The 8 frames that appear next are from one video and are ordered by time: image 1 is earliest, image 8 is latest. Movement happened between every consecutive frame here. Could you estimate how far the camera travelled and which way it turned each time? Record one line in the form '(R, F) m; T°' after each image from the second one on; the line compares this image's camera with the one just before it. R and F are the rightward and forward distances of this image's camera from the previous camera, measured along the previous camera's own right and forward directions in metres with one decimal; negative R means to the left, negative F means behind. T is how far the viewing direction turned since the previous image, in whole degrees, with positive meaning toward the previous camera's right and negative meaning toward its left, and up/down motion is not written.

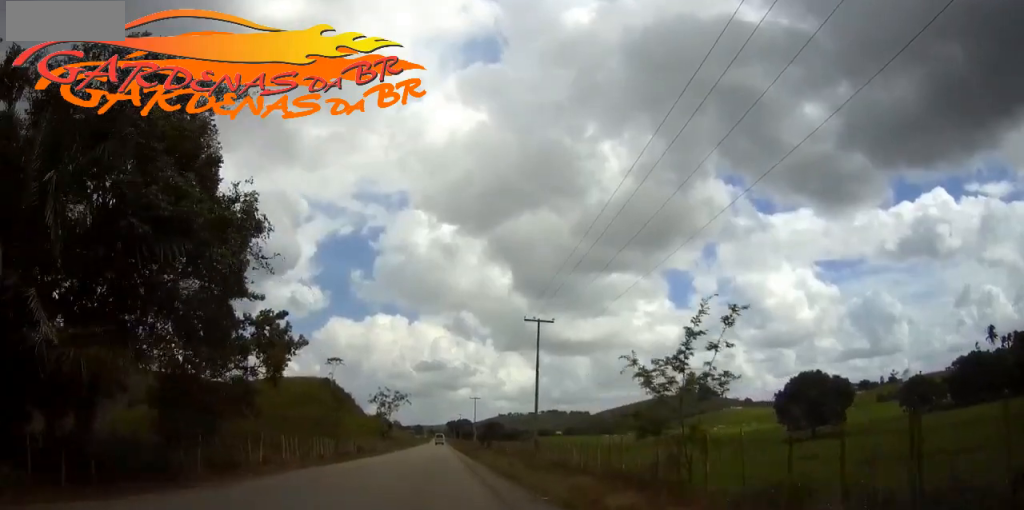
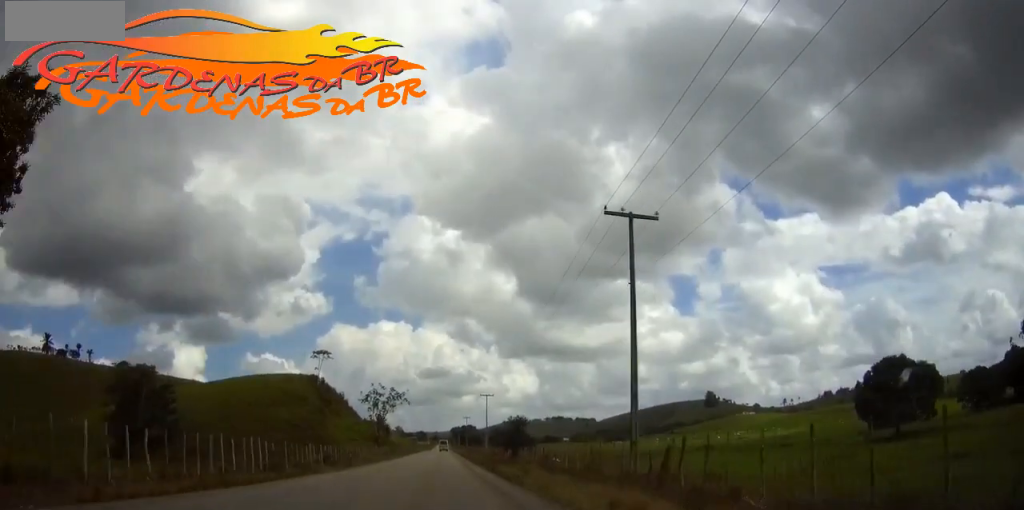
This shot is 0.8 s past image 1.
(+0.1, +21.1) m; 0°
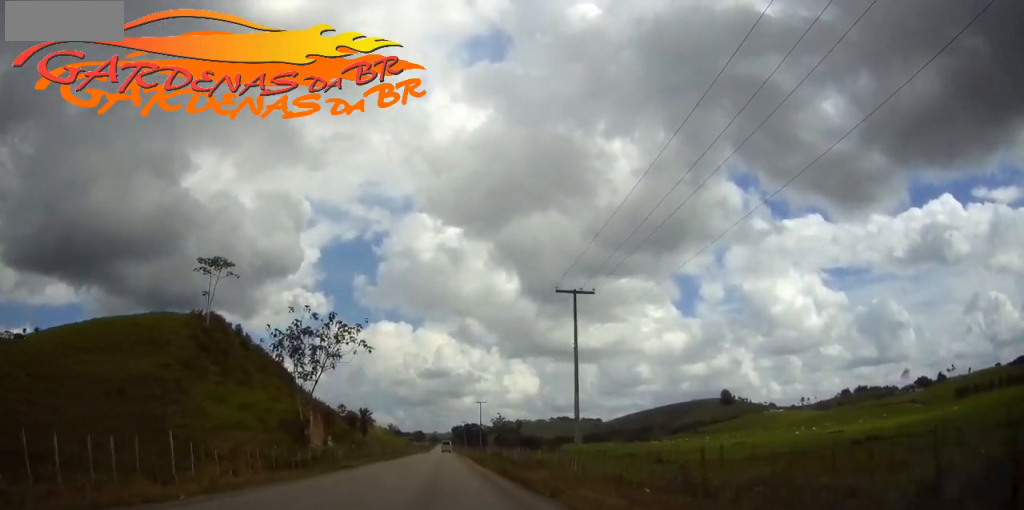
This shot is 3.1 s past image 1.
(-0.4, +64.1) m; 0°
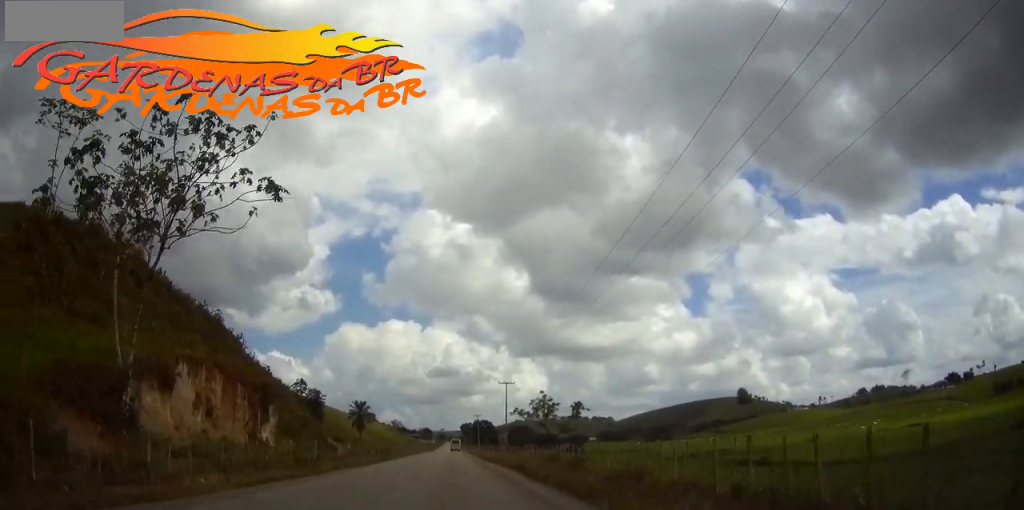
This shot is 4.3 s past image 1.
(+0.2, +33.8) m; 0°
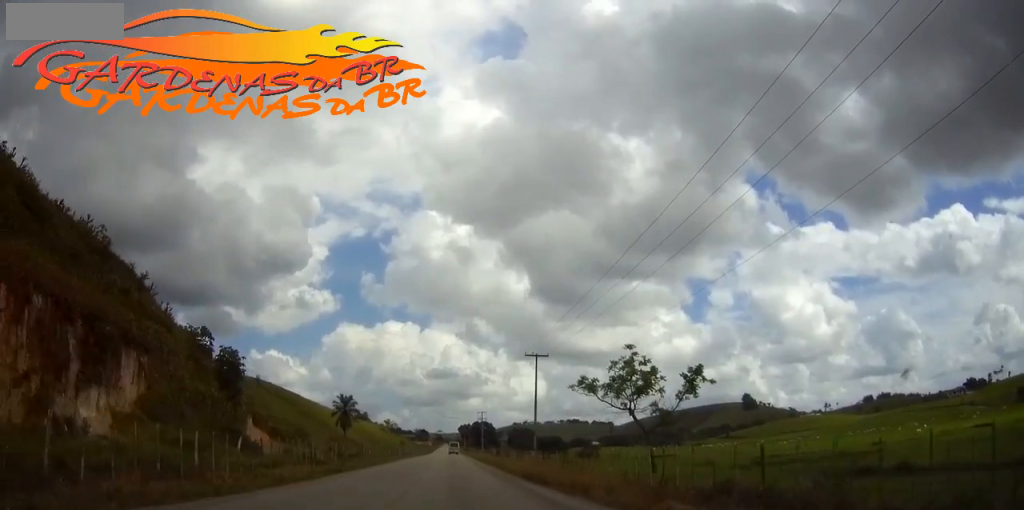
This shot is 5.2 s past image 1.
(-0.1, +27.3) m; 0°
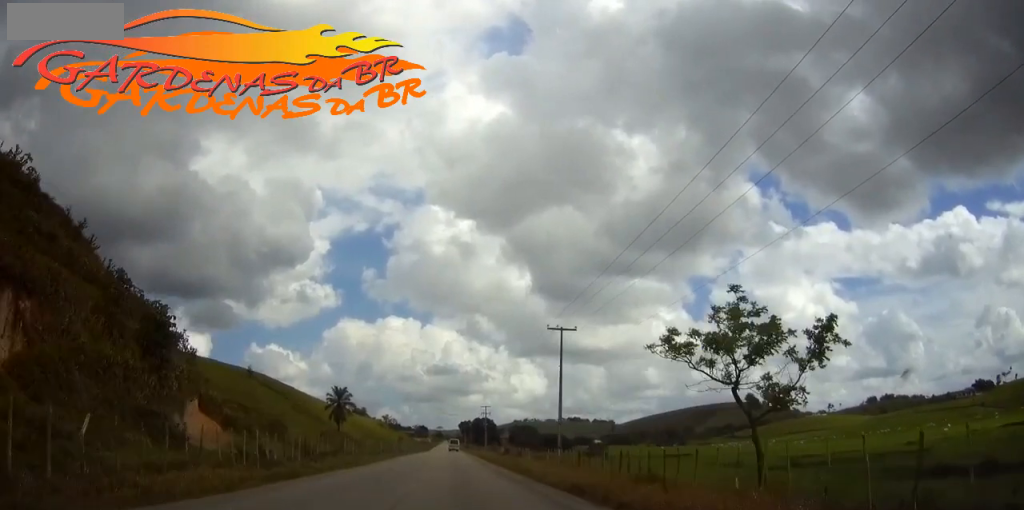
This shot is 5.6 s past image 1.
(0.0, +11.2) m; 0°
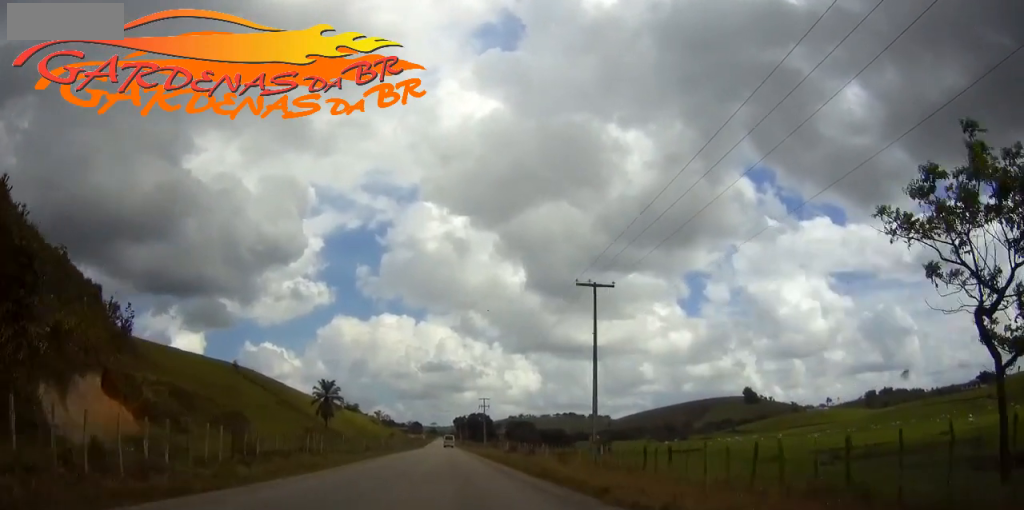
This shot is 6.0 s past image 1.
(0.0, +11.2) m; 0°
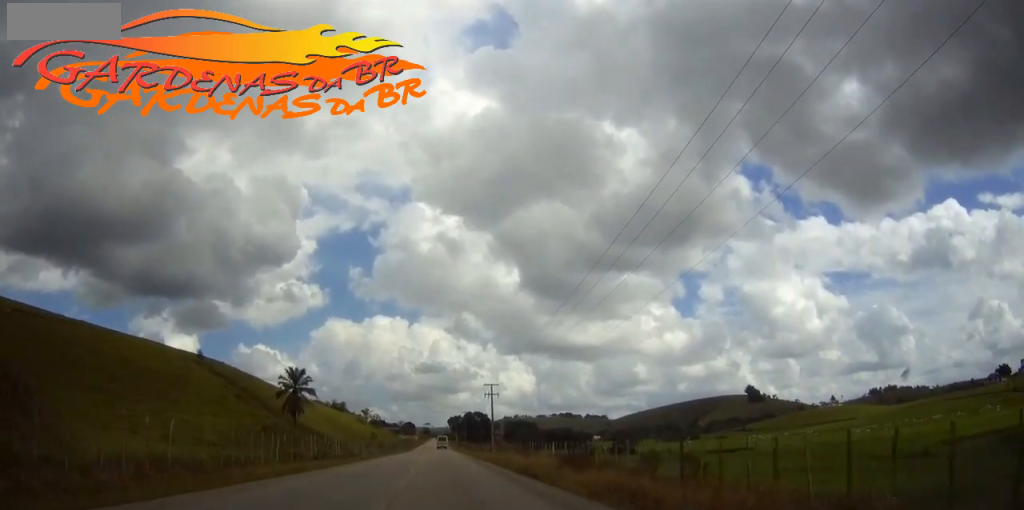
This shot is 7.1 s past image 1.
(+0.1, +29.8) m; +1°
